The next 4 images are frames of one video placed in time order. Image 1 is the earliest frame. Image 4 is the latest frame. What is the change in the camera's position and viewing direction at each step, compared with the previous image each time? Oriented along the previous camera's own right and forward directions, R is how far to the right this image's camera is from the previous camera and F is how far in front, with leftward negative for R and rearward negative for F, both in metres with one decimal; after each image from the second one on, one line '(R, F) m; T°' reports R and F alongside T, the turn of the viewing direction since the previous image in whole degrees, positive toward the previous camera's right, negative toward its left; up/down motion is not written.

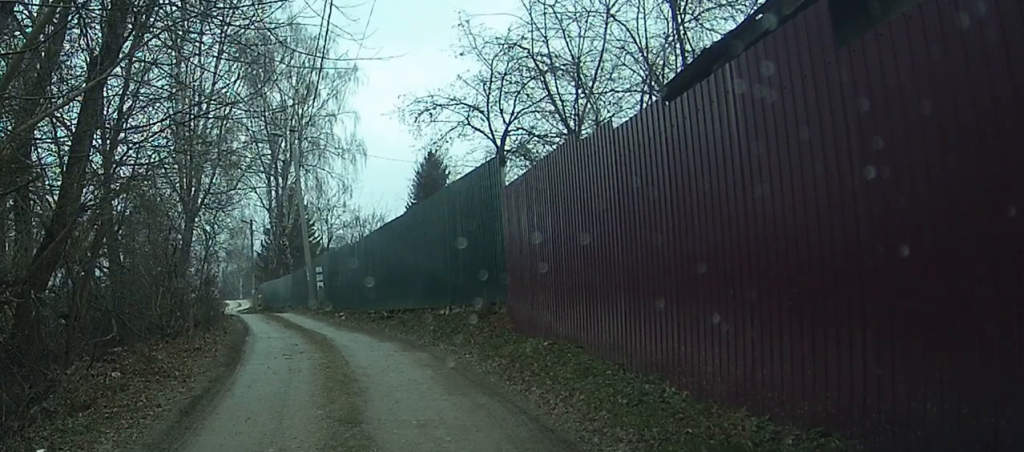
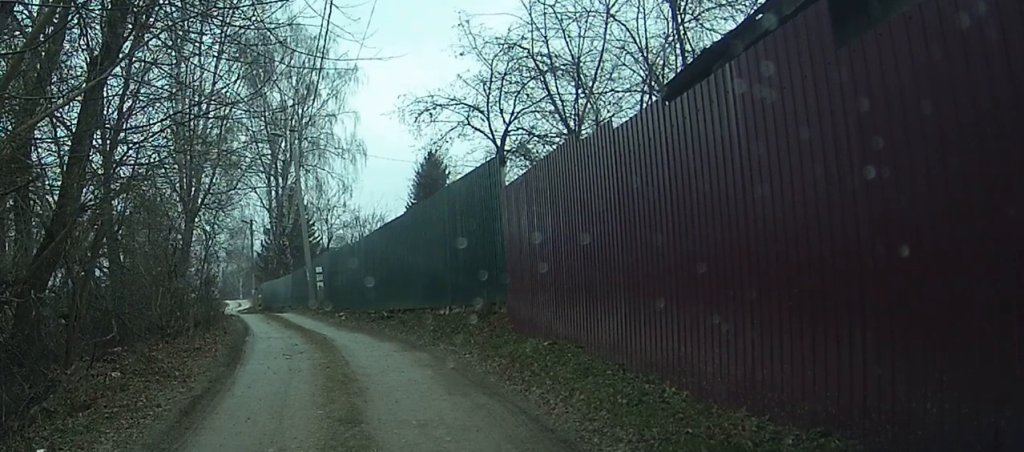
(-0.1, 0.0) m; 0°
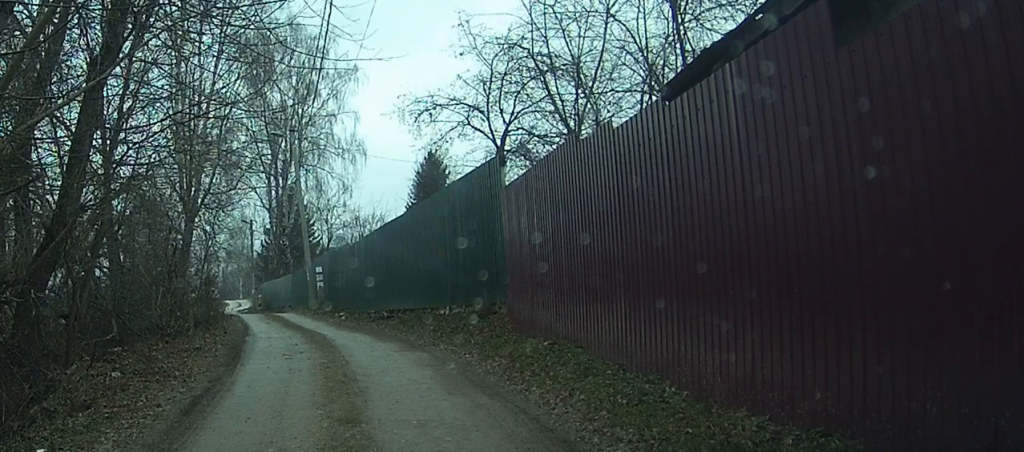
(-0.3, +0.1) m; 0°
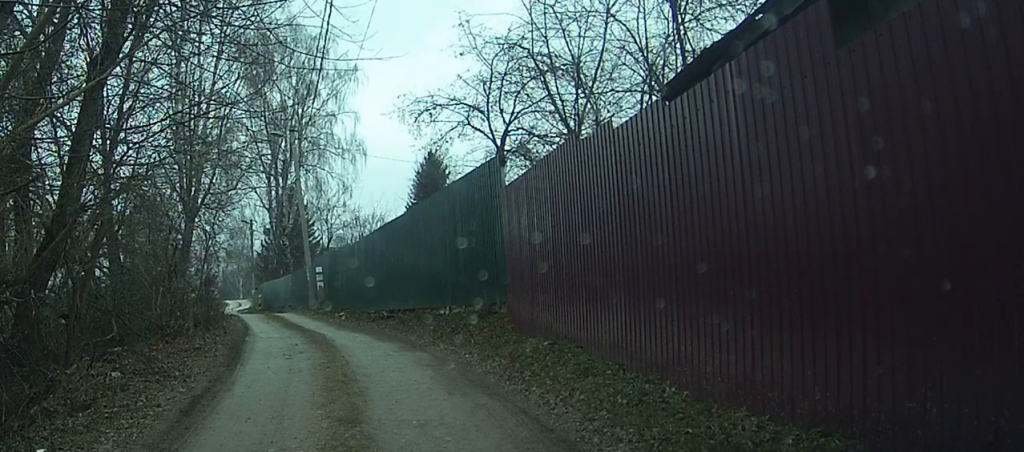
(0.0, +0.1) m; 0°
